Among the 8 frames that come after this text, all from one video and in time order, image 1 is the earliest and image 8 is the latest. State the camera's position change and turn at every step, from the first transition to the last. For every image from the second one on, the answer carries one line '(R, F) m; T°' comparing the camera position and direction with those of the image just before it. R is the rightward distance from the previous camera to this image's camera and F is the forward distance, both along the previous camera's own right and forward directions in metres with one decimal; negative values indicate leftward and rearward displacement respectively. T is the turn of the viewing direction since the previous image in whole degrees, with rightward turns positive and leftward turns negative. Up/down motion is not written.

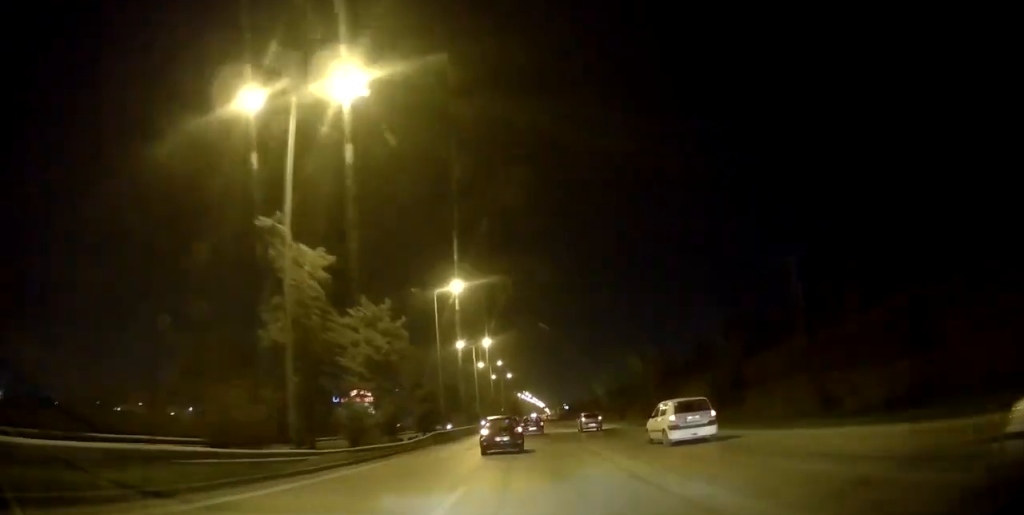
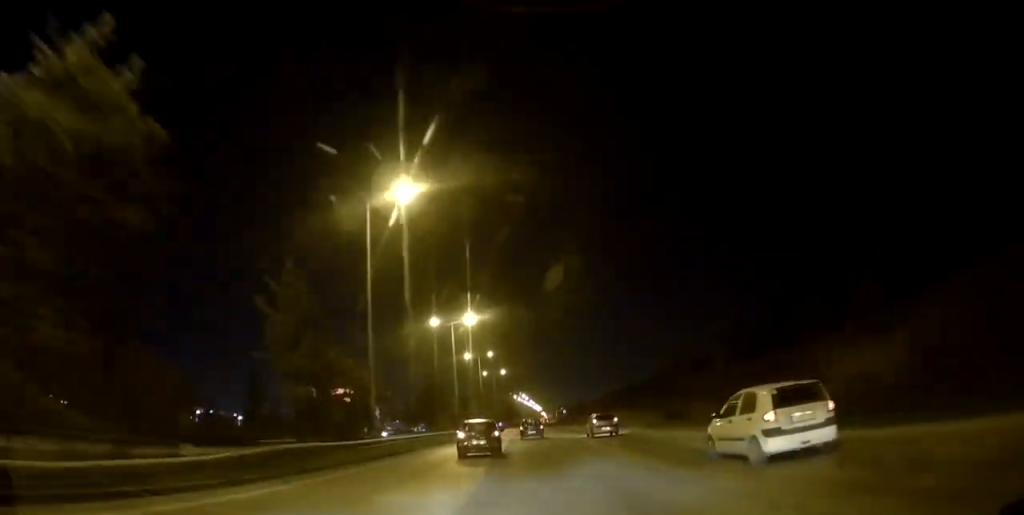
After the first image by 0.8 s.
(+0.2, +23.0) m; +1°
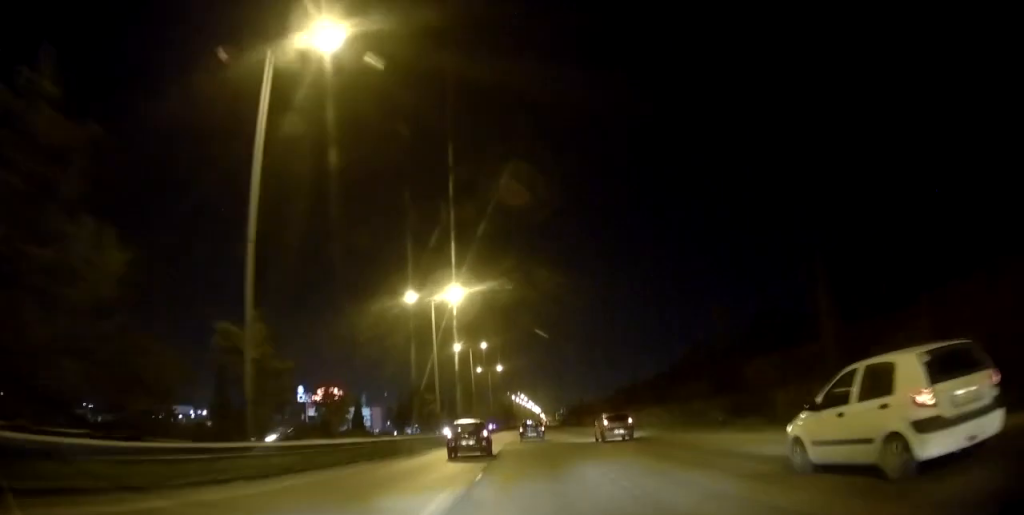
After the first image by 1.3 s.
(0.0, +13.5) m; 0°
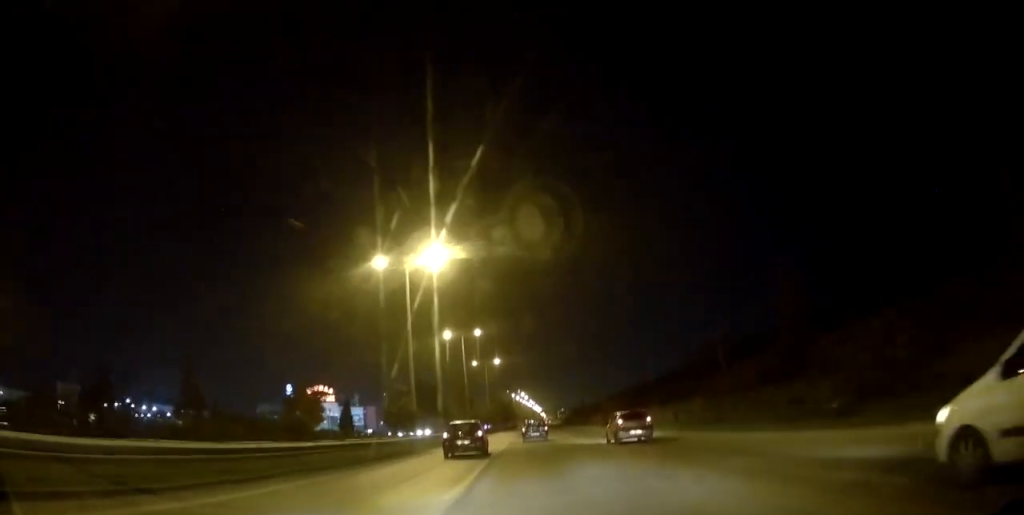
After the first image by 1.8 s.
(0.0, +11.7) m; 0°
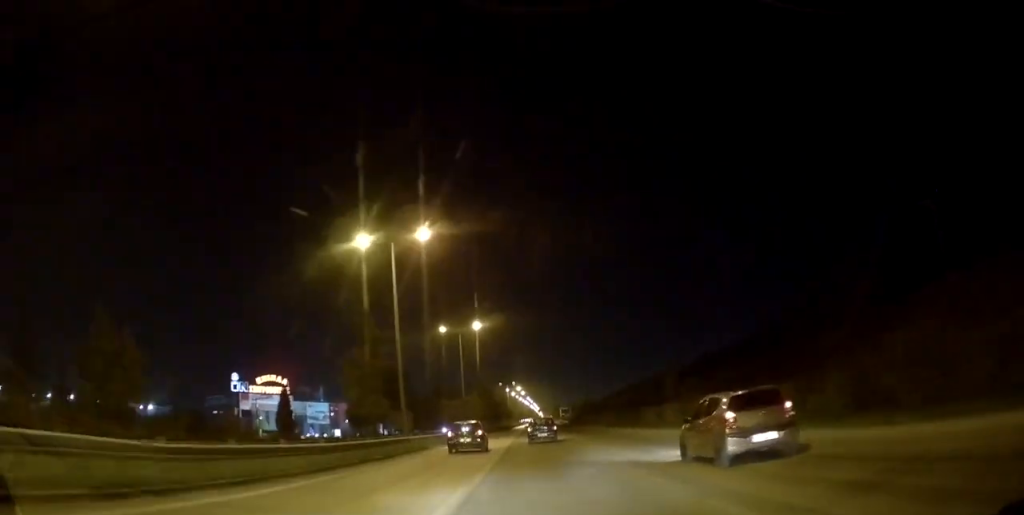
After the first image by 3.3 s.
(-0.2, +40.1) m; 0°
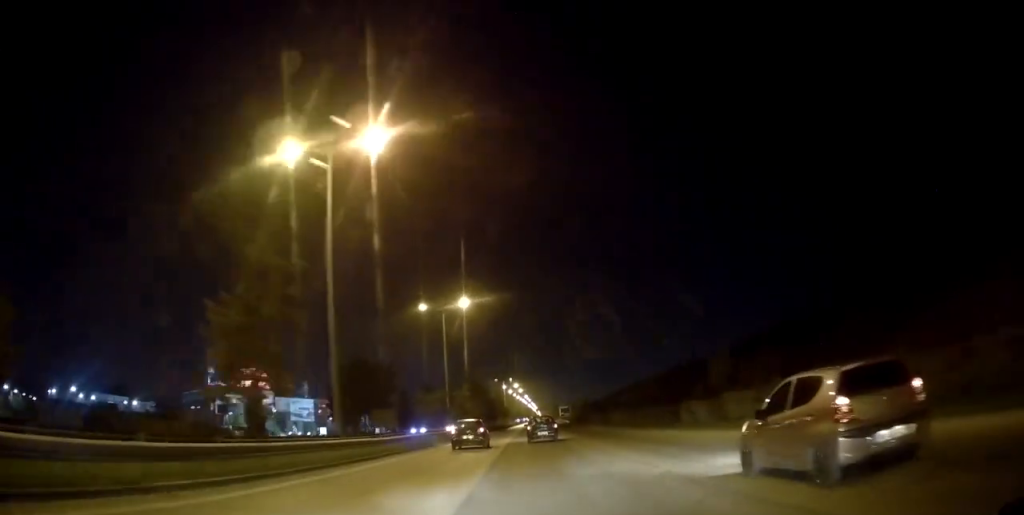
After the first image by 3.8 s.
(-0.1, +12.8) m; 0°
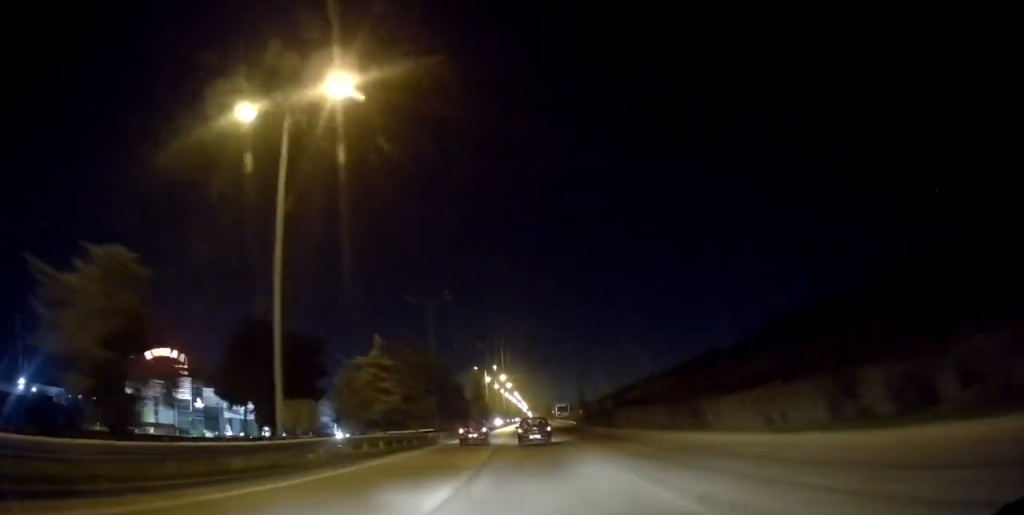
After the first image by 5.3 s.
(+0.9, +38.4) m; +2°
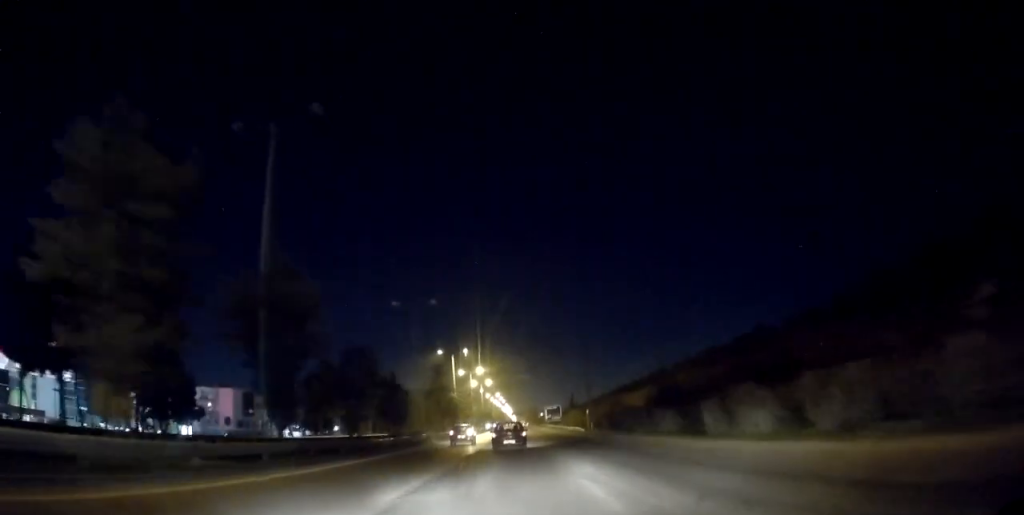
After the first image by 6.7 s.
(+0.3, +33.5) m; +1°
